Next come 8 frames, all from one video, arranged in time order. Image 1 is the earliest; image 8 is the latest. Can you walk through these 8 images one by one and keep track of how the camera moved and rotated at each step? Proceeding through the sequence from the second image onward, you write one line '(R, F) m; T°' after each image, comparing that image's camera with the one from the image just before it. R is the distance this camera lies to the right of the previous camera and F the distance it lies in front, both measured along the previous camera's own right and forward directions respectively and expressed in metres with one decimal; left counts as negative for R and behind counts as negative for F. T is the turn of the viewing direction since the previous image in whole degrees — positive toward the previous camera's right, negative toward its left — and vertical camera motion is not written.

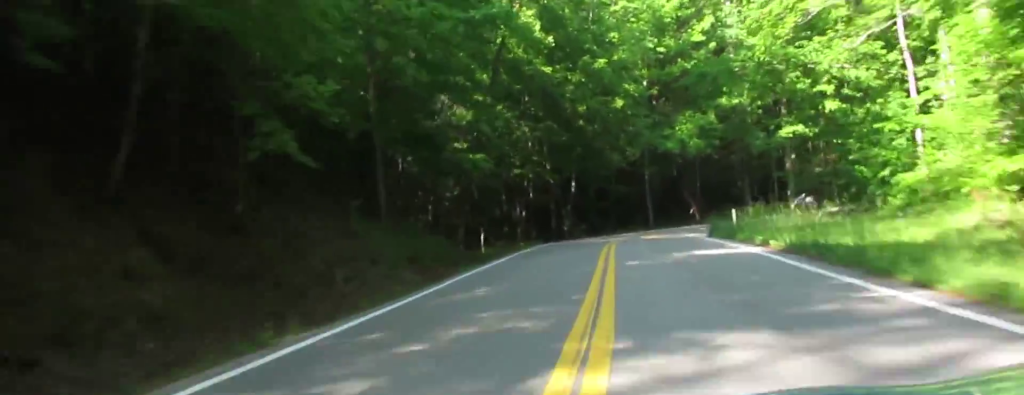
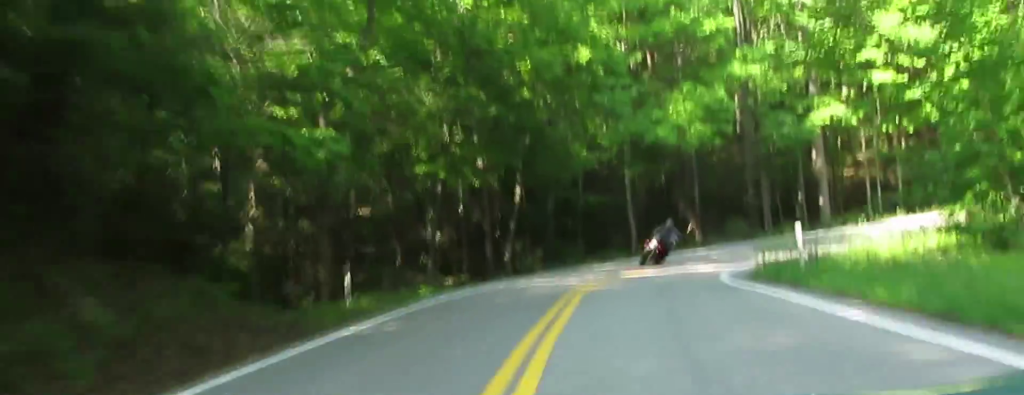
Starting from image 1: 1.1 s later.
(+2.9, +21.6) m; +16°
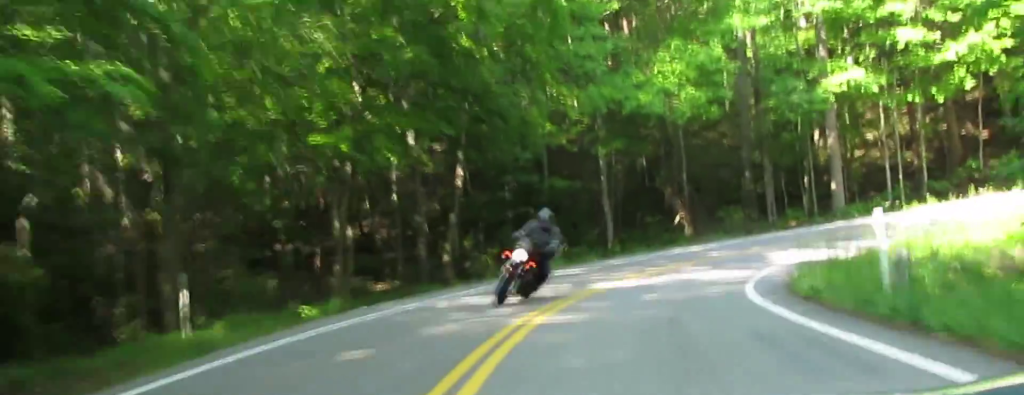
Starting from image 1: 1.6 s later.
(+0.4, +10.4) m; +8°
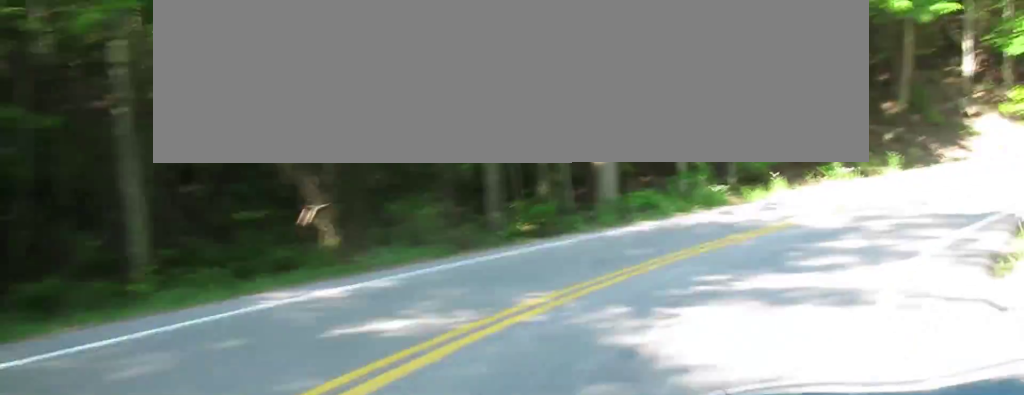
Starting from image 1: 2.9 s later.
(+6.4, +28.4) m; +23°
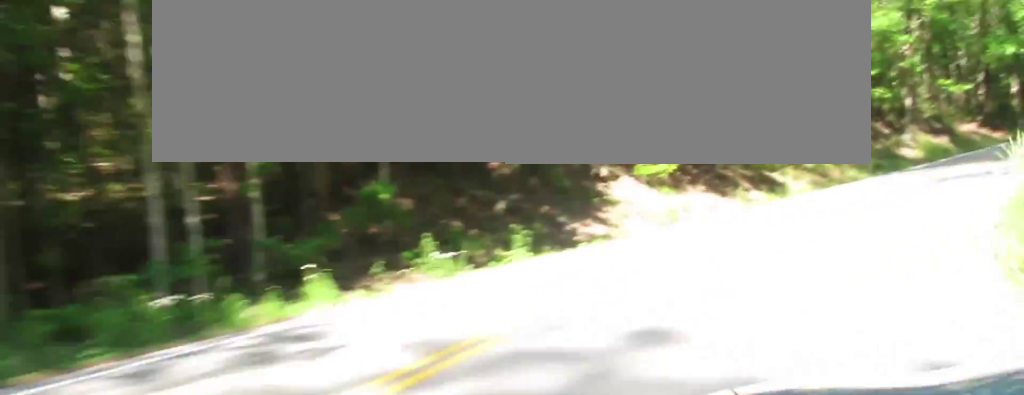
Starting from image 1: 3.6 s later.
(+2.0, +18.7) m; +12°
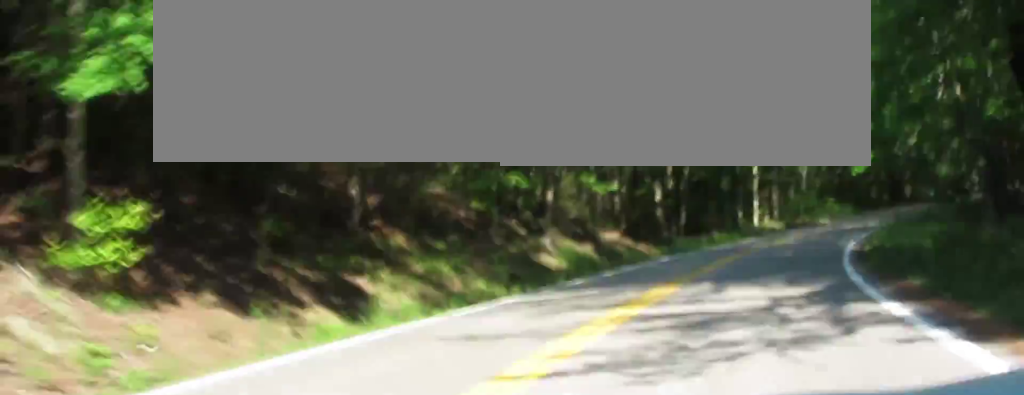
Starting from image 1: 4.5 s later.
(+1.2, +21.9) m; +12°
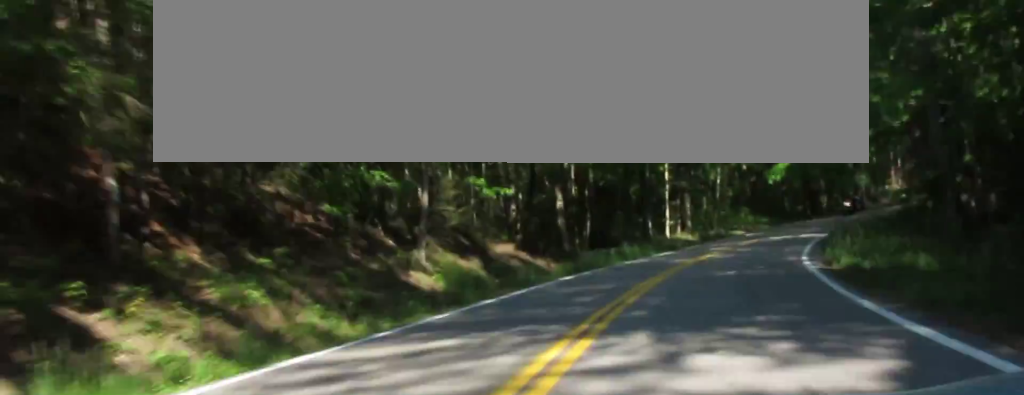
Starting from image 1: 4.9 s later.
(+1.8, +12.3) m; +5°
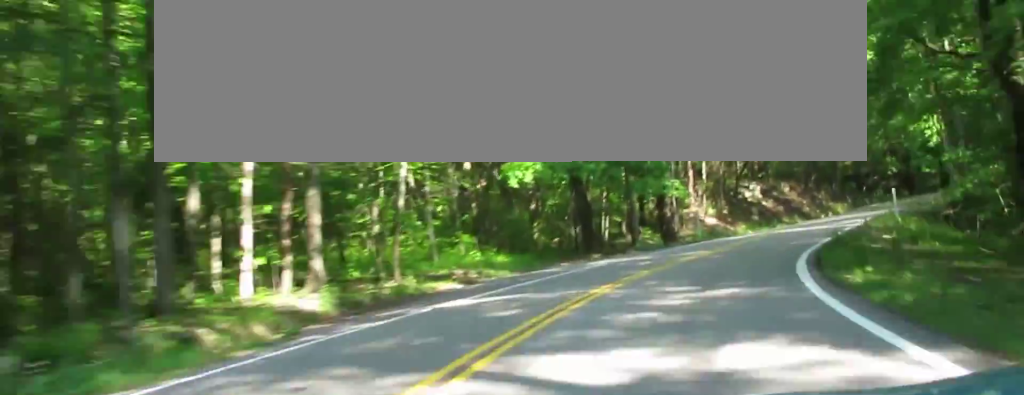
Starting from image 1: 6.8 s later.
(+7.0, +53.8) m; +10°
